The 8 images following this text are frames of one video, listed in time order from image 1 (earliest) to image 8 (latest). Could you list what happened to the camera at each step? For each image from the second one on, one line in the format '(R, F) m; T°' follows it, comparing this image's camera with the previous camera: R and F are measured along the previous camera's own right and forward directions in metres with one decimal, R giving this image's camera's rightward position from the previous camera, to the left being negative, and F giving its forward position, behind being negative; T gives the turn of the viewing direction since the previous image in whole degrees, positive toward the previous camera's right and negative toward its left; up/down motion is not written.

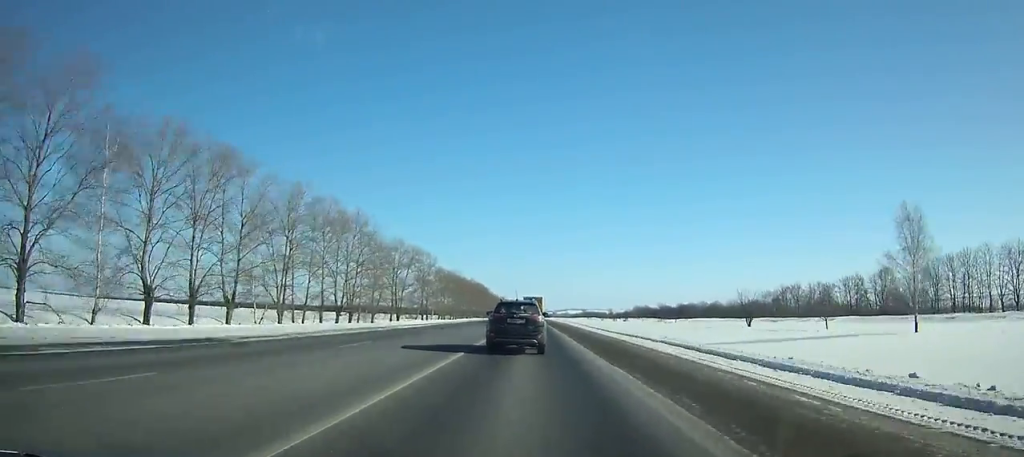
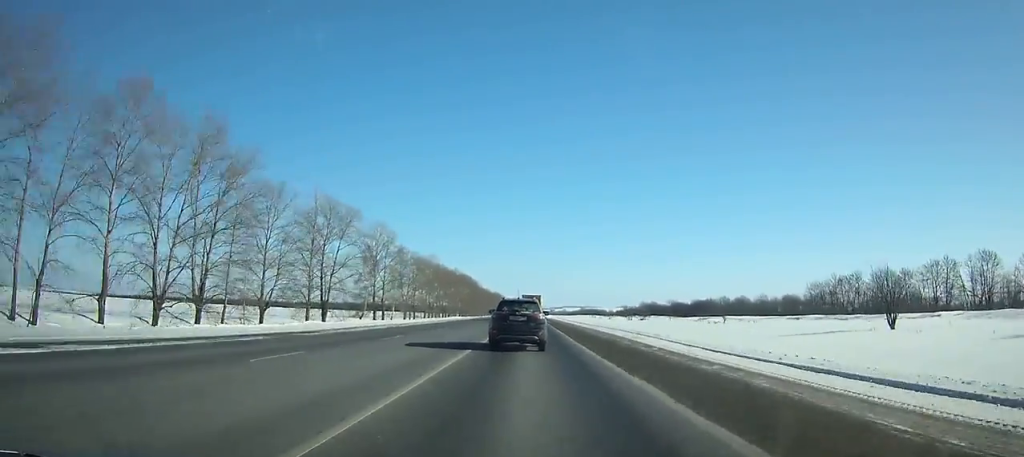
(0.0, +40.6) m; 0°
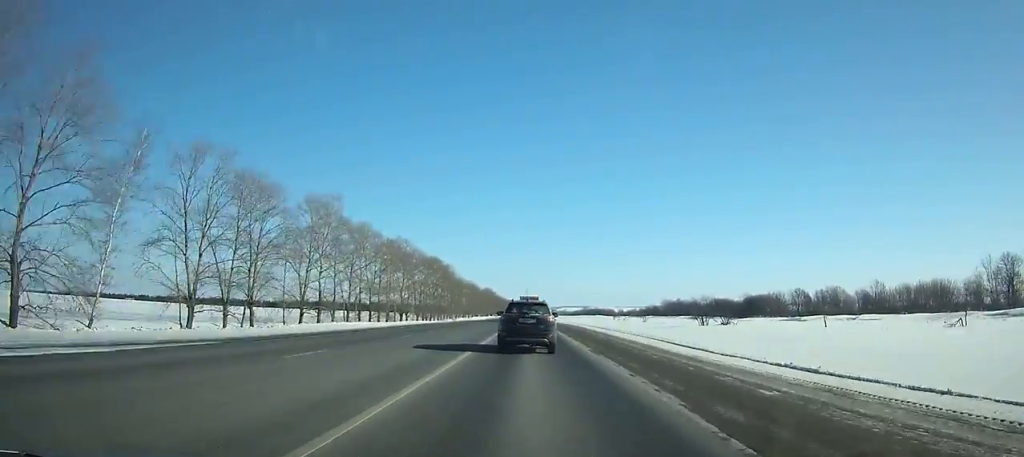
(+0.1, +80.6) m; 0°
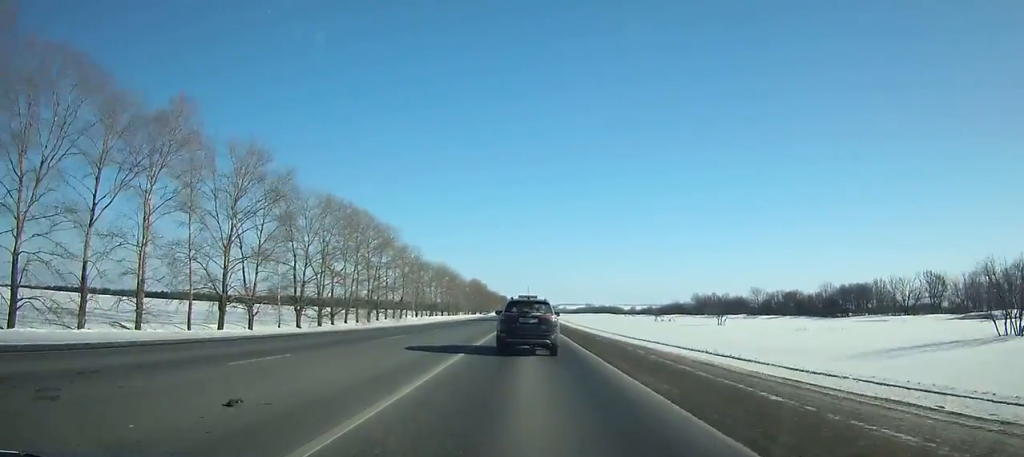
(+0.3, +73.3) m; 0°
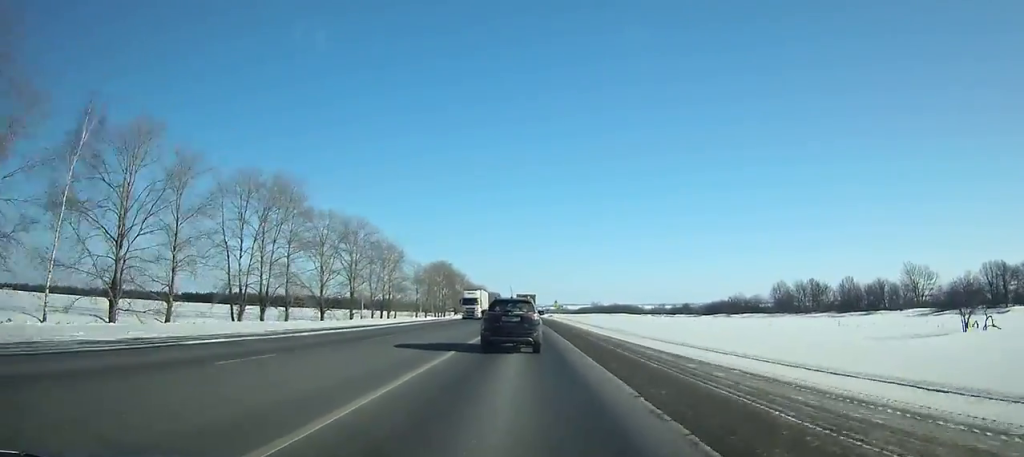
(+0.2, +107.5) m; 0°
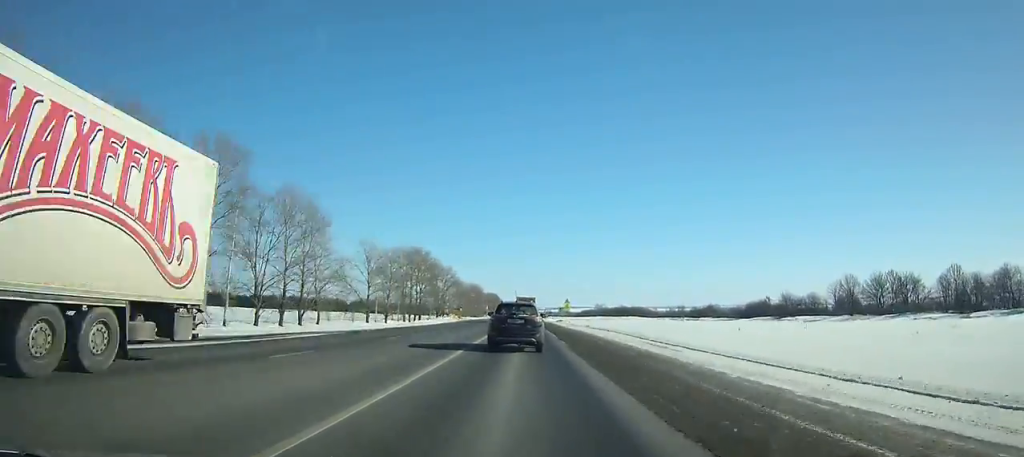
(0.0, +45.0) m; 0°
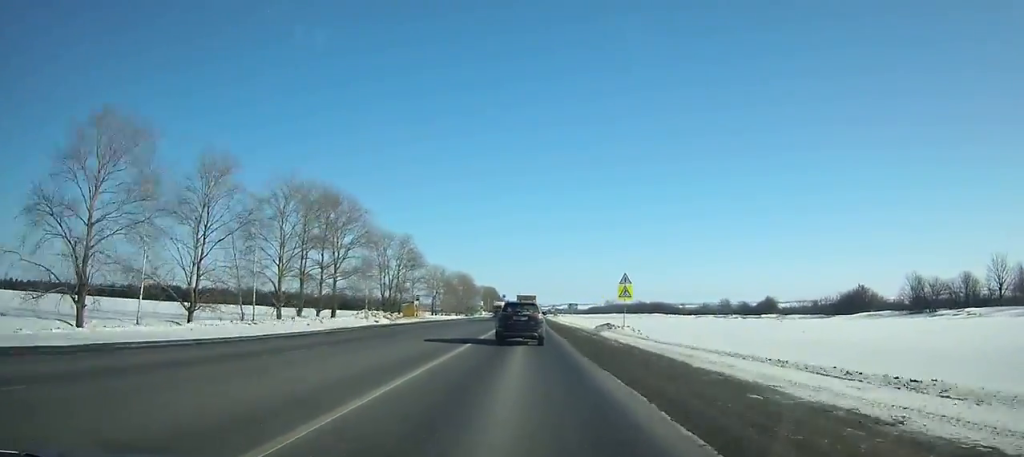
(-0.1, +70.5) m; 0°
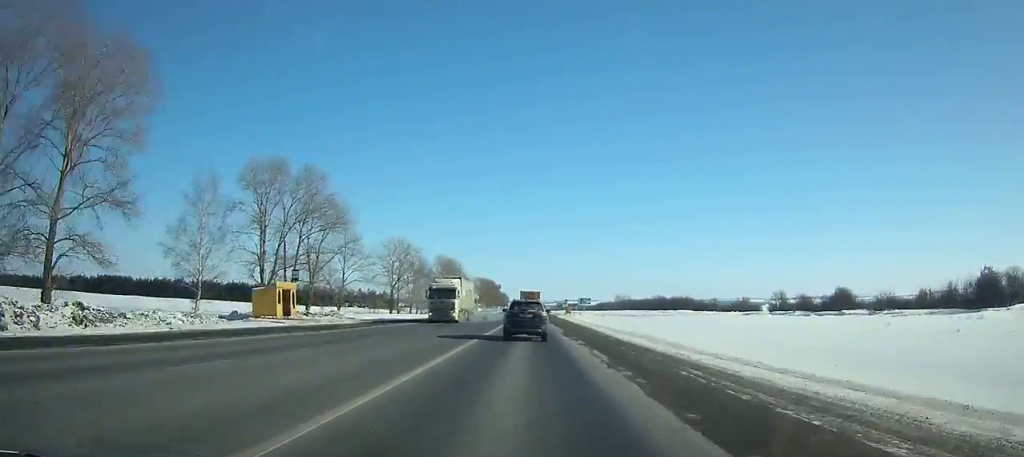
(+0.1, +52.7) m; 0°
